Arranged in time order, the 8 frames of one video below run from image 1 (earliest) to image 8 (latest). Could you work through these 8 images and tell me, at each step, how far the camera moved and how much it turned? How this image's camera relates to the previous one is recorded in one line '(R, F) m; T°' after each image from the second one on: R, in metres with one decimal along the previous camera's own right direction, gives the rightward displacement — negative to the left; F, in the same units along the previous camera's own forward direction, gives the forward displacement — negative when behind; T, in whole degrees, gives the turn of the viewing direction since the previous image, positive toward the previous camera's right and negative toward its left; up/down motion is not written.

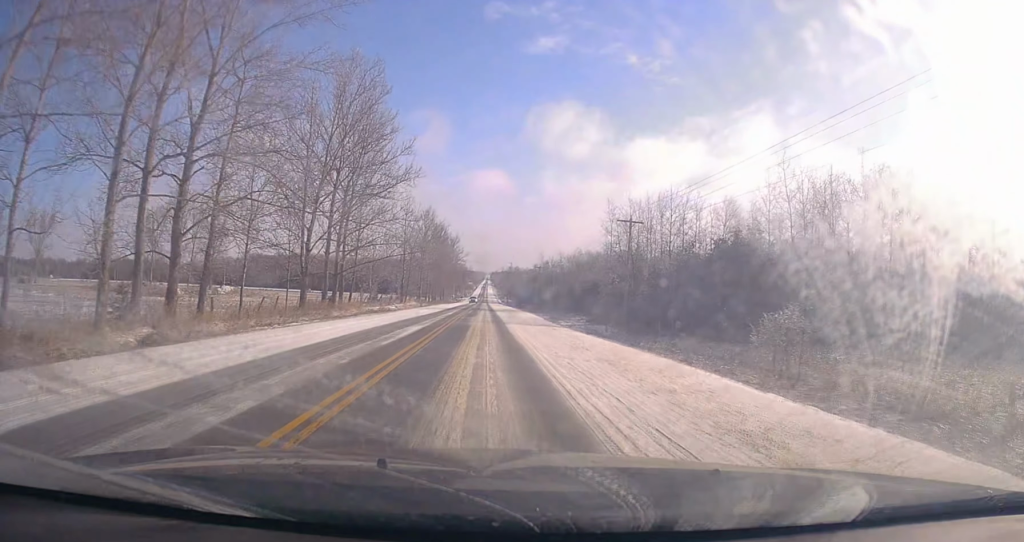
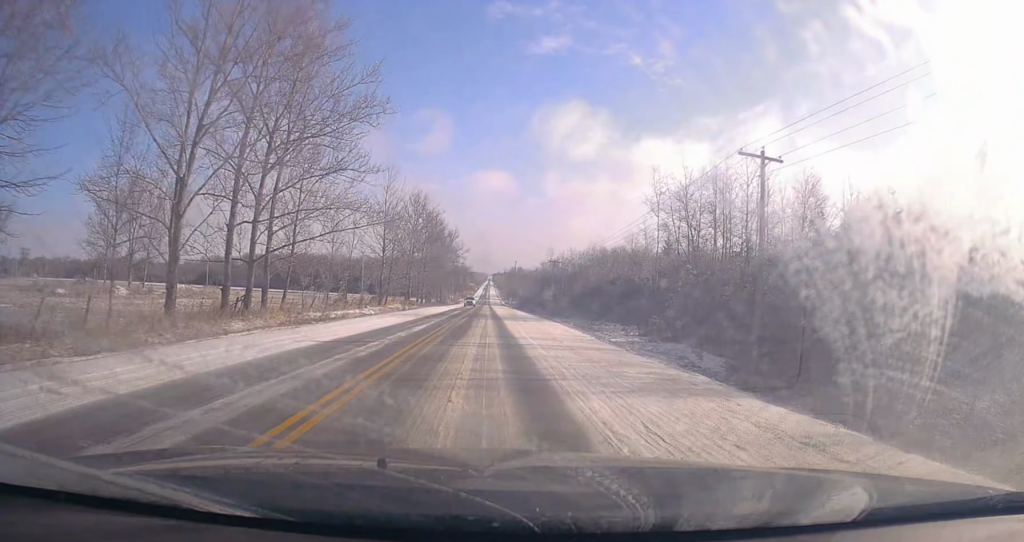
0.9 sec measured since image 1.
(-0.4, +21.5) m; +1°
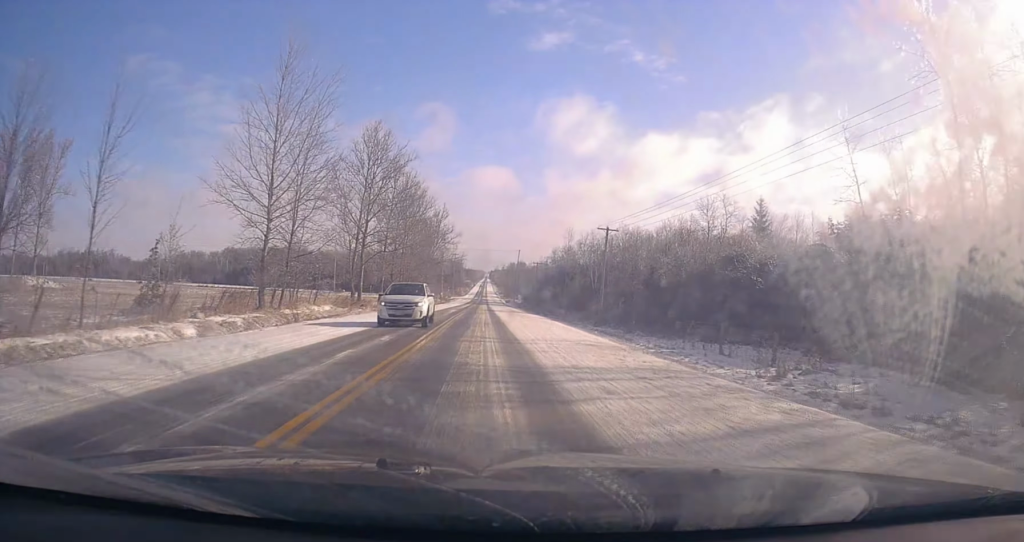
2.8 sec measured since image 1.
(-0.6, +42.2) m; -2°
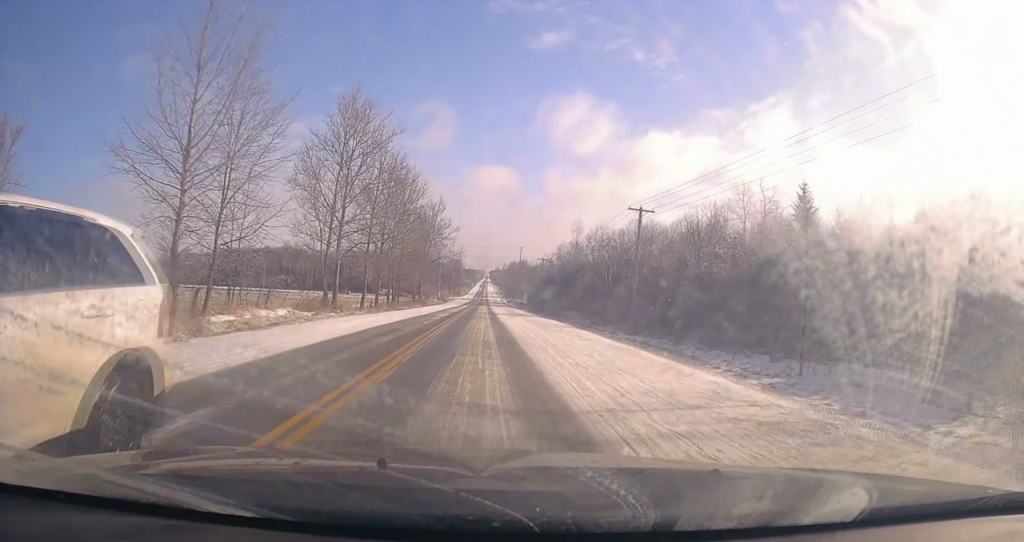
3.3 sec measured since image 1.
(+0.4, +12.1) m; +1°
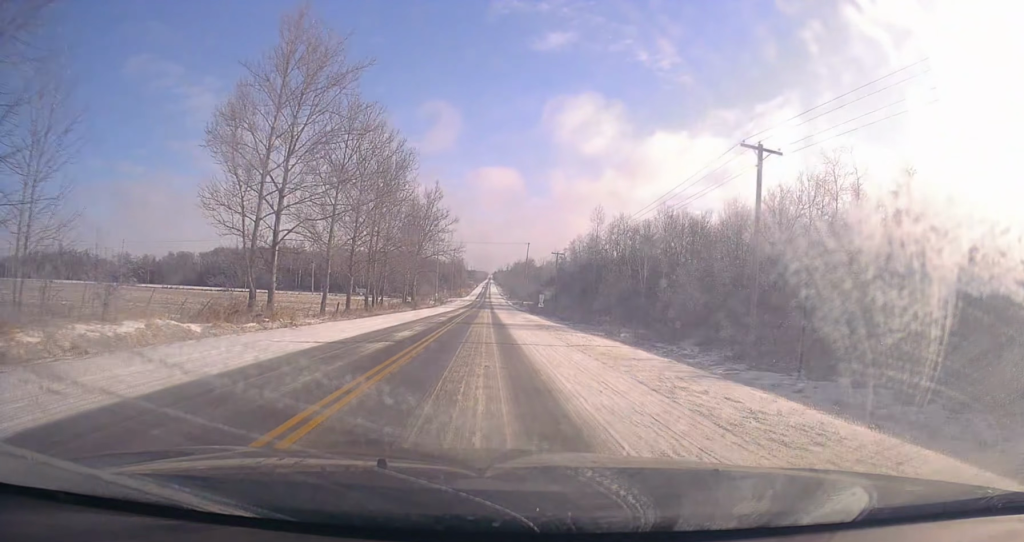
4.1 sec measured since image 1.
(+0.4, +18.3) m; +1°
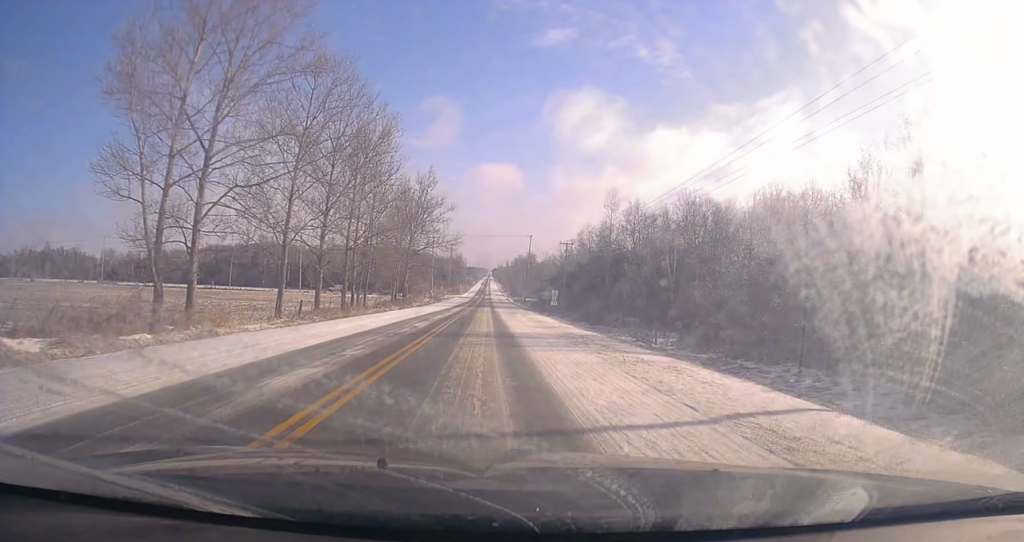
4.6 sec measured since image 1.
(-0.2, +11.6) m; 0°
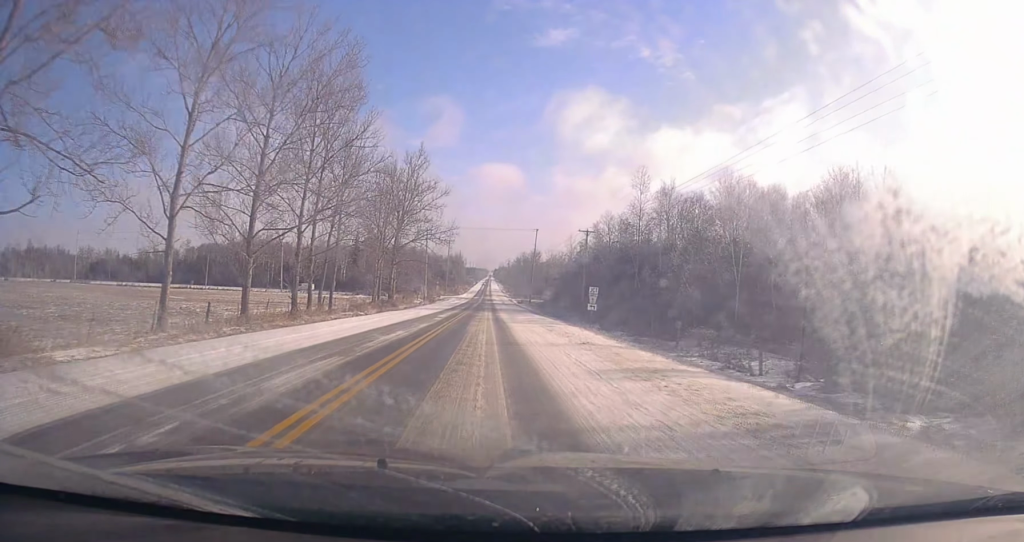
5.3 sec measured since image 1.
(+0.1, +16.7) m; 0°
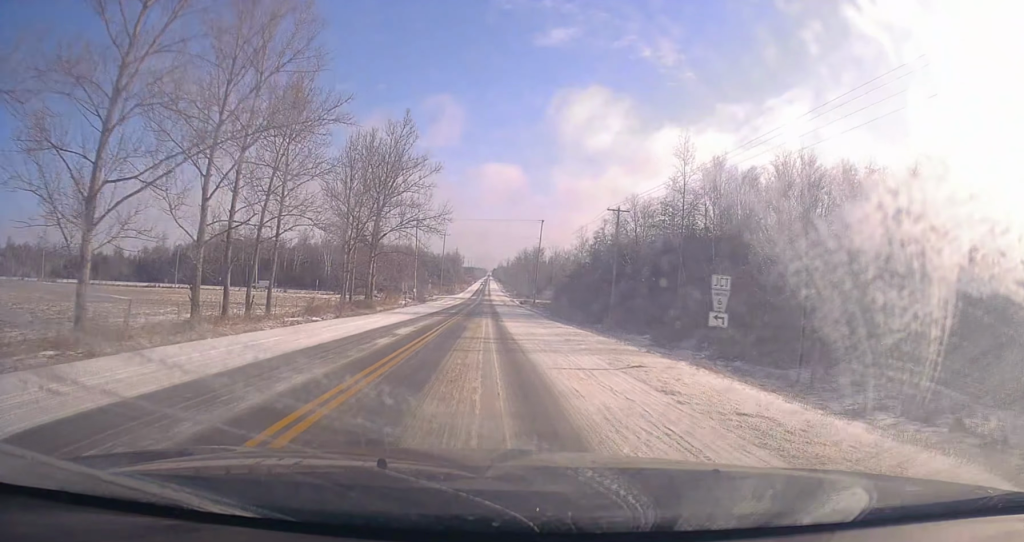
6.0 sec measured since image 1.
(+0.2, +16.5) m; 0°
